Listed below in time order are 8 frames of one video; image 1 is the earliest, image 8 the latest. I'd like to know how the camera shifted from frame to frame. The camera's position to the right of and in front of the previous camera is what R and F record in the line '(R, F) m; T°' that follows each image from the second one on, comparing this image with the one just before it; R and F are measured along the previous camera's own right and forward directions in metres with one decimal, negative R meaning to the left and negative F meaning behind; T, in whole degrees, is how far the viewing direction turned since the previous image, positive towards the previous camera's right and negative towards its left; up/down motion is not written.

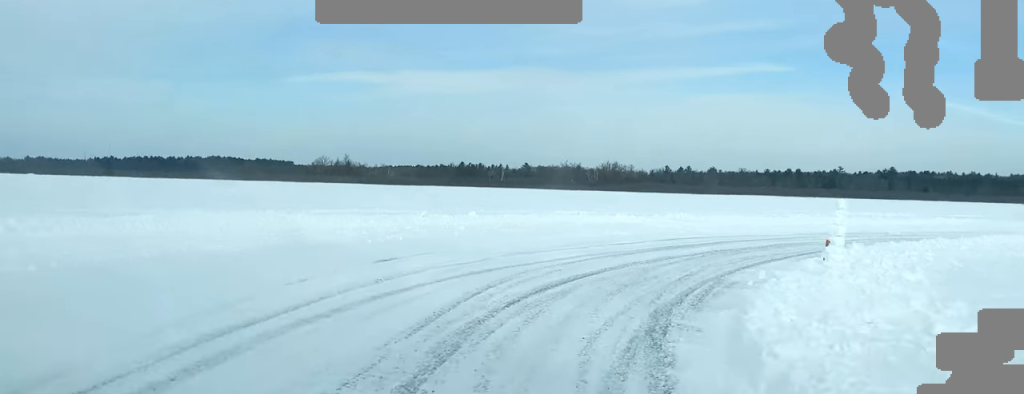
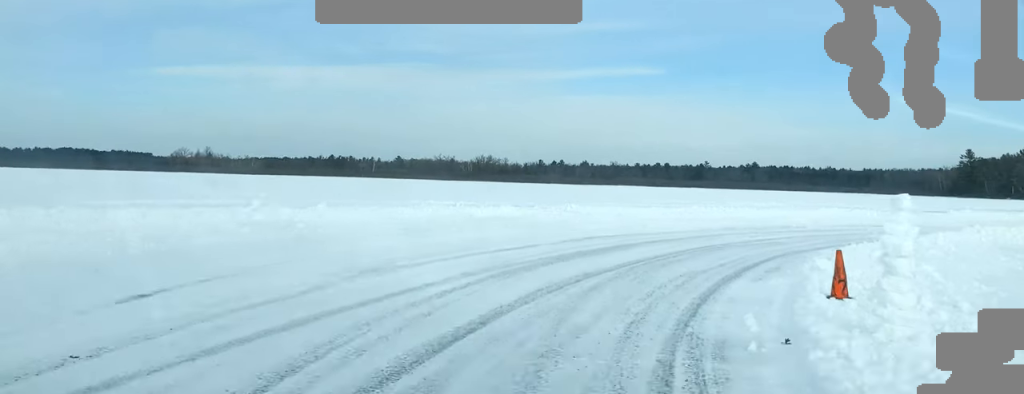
(+0.5, +6.2) m; +8°
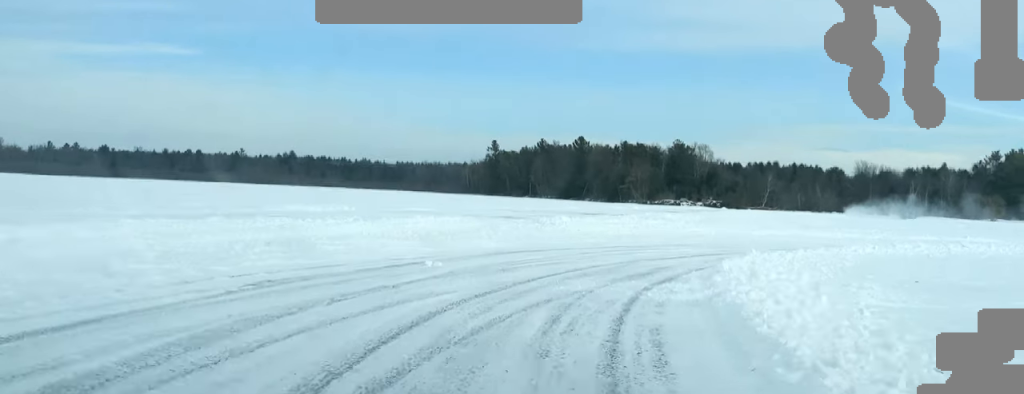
(+3.4, +17.4) m; +23°
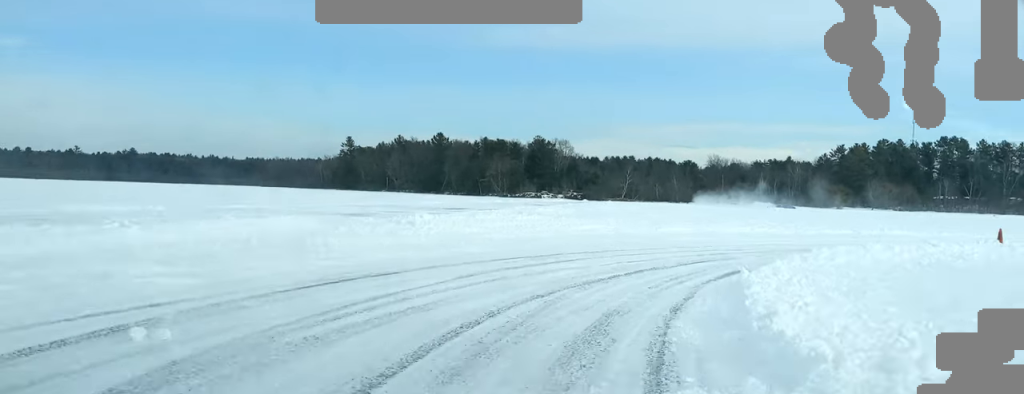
(+1.0, +8.6) m; +10°
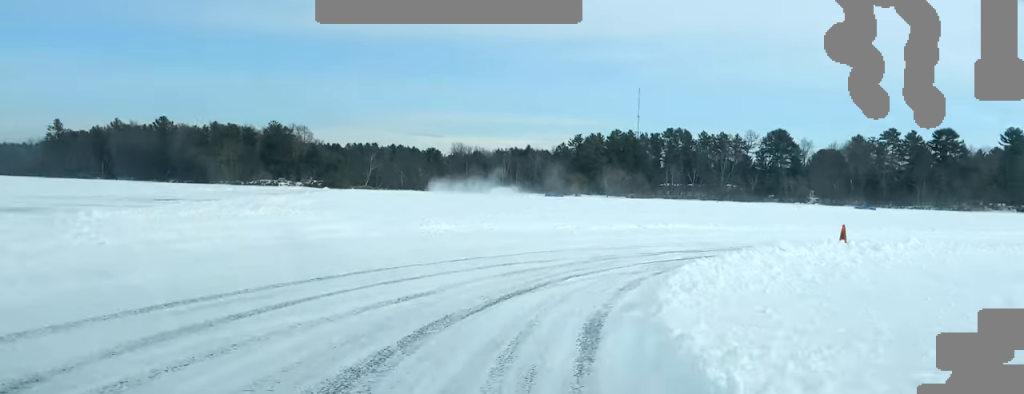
(+0.8, +8.6) m; +11°
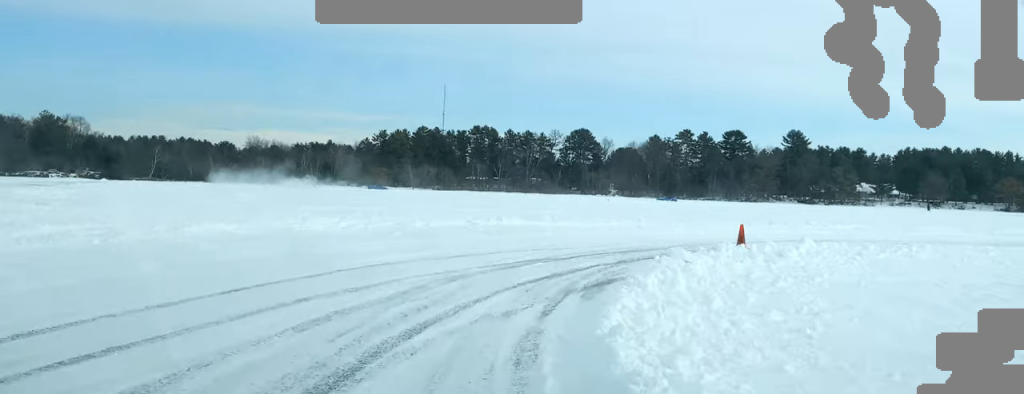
(+0.2, +6.0) m; +7°
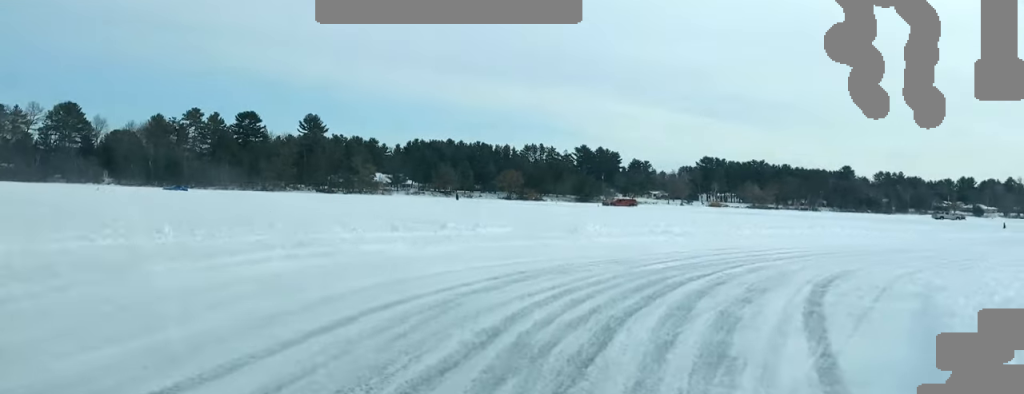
(+4.9, +19.5) m; +28°
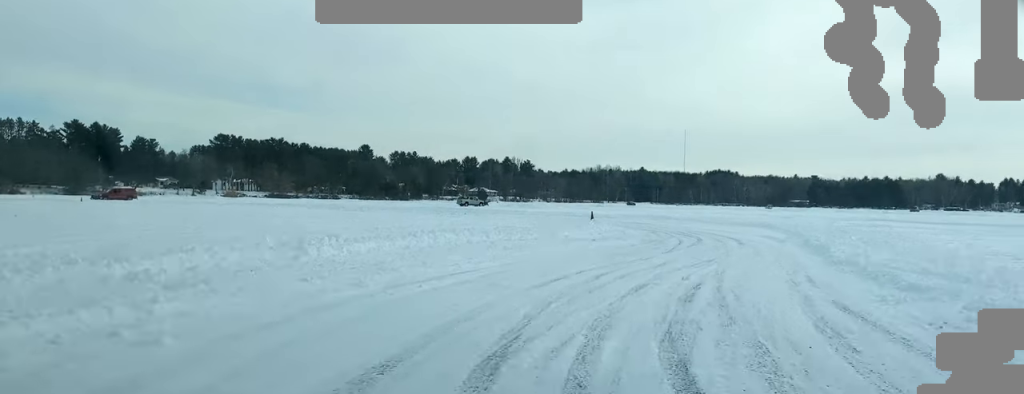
(+6.1, +20.7) m; +33°
